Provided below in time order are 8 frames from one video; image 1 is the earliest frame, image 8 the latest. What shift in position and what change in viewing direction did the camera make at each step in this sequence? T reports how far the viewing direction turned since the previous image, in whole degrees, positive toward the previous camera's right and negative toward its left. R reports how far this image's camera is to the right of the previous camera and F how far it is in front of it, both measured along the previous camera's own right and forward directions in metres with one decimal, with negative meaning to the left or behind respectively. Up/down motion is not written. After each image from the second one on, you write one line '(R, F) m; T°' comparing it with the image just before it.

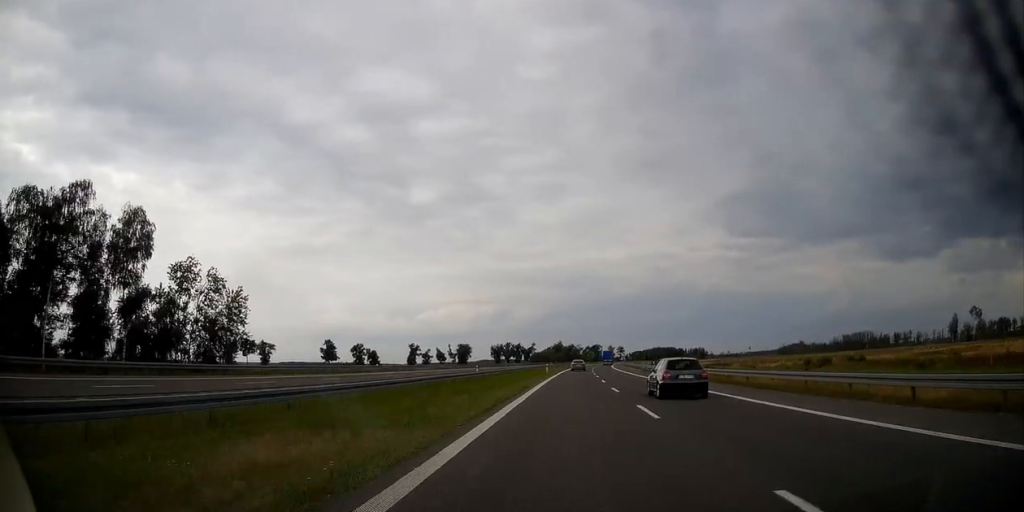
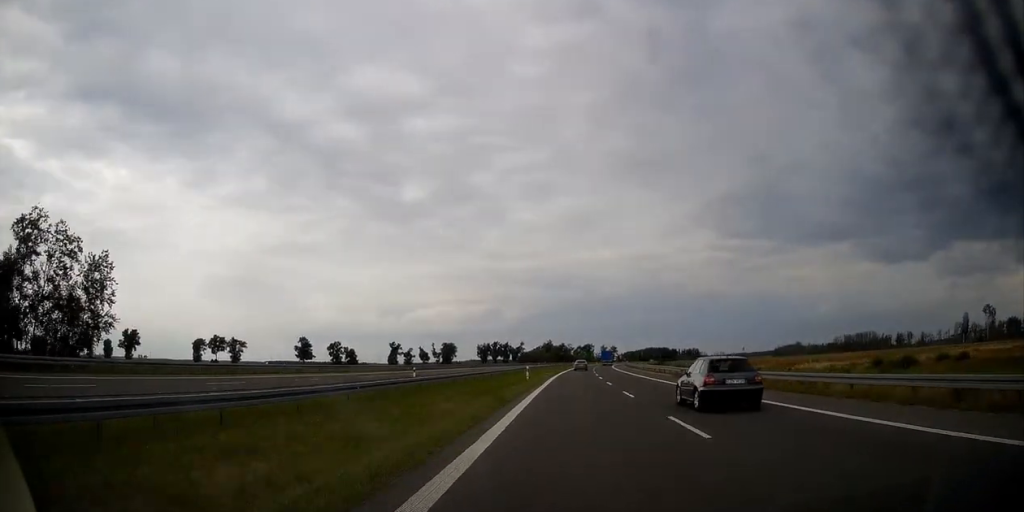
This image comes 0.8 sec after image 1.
(+0.2, +27.9) m; +1°
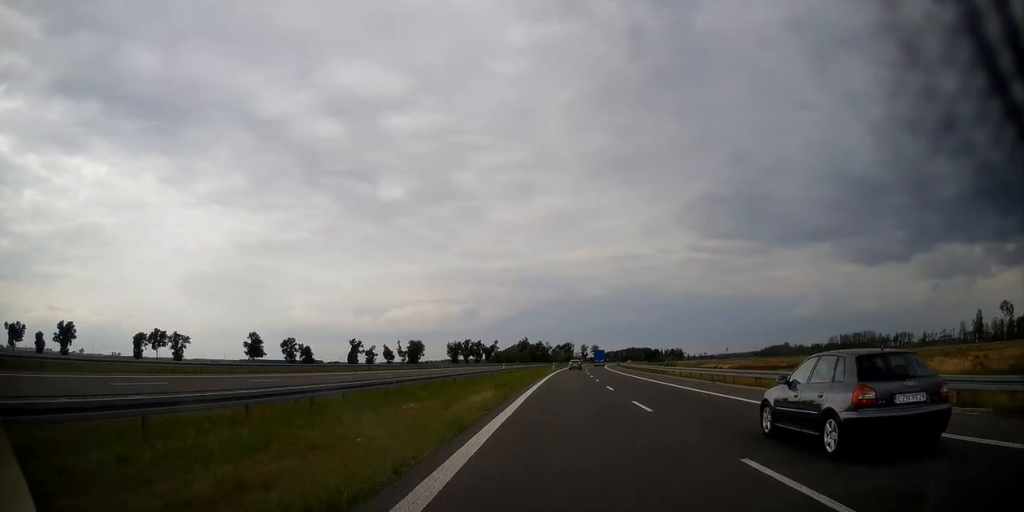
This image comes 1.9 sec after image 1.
(+0.5, +42.4) m; +2°
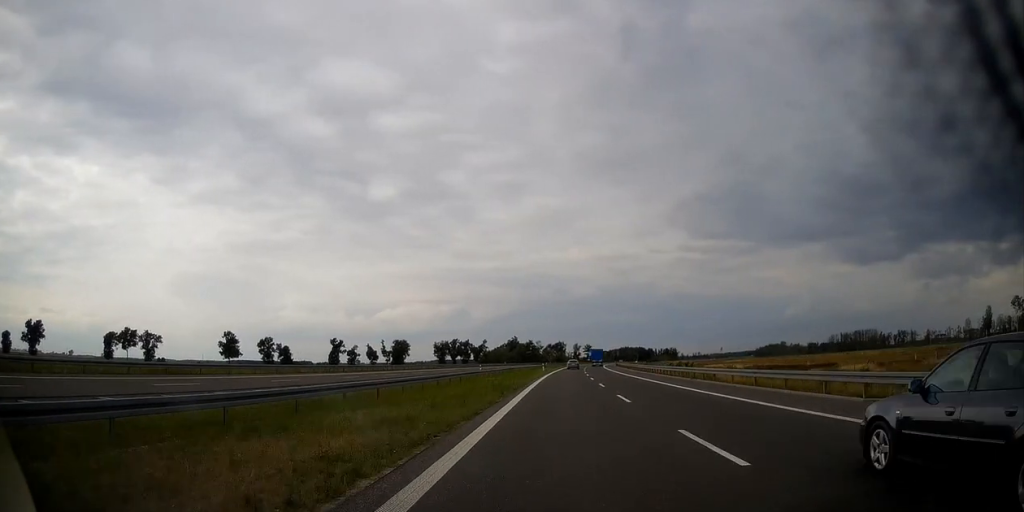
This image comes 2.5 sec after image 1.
(0.0, +20.7) m; +1°
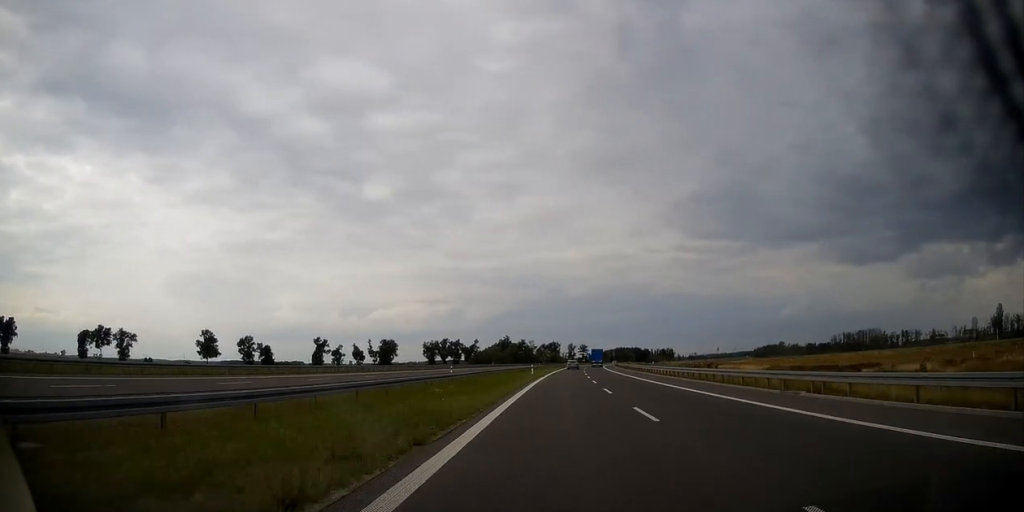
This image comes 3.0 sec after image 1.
(+0.3, +18.2) m; +1°
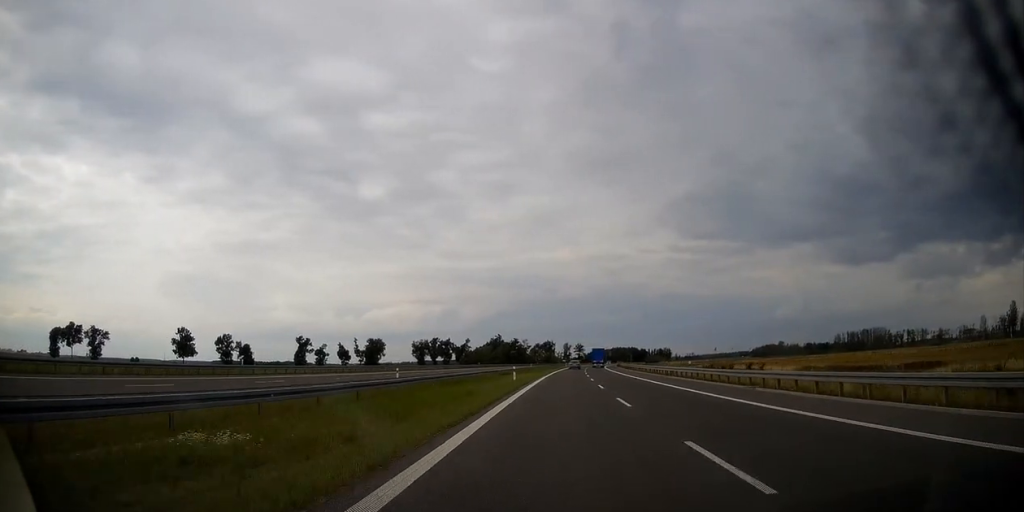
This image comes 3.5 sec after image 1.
(+0.1, +19.5) m; +1°
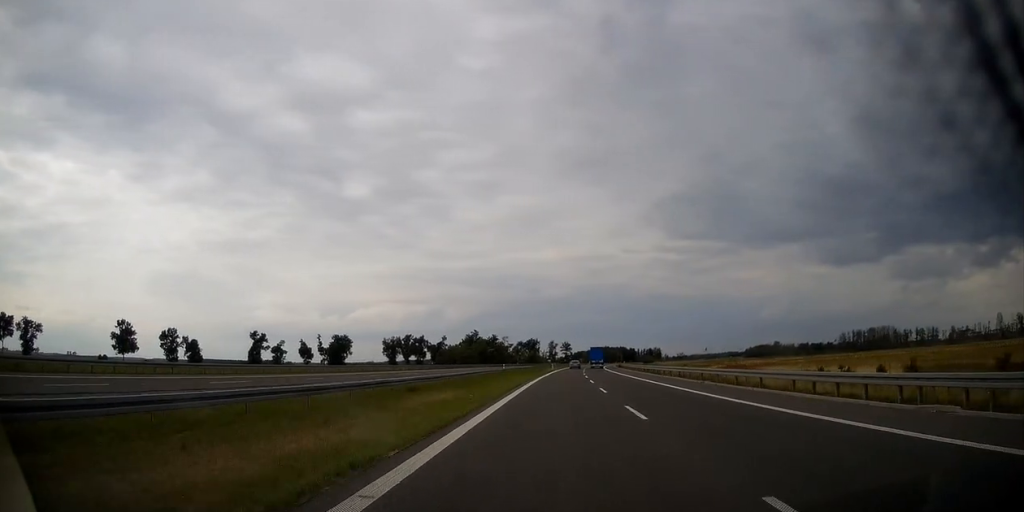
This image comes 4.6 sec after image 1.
(+0.4, +40.2) m; +1°
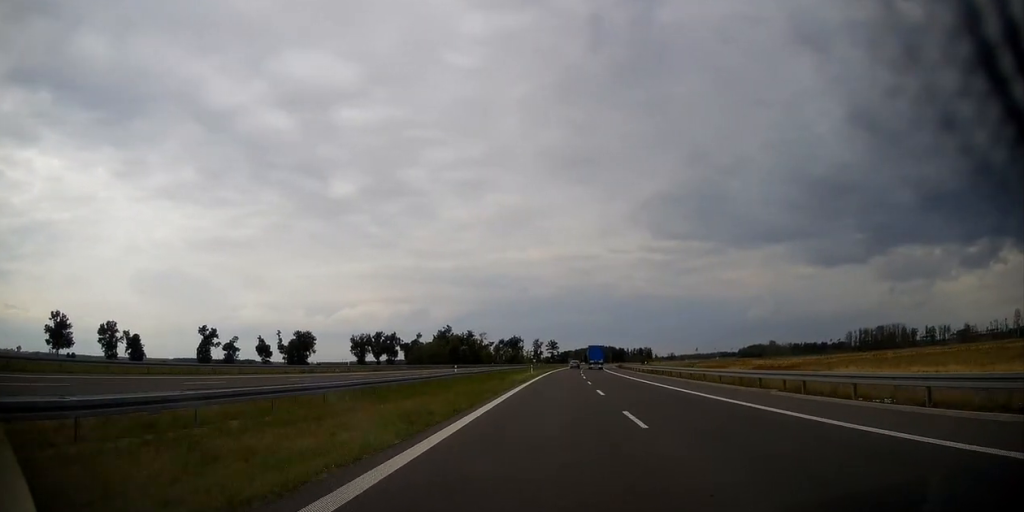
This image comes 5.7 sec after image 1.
(+0.5, +38.0) m; +1°
